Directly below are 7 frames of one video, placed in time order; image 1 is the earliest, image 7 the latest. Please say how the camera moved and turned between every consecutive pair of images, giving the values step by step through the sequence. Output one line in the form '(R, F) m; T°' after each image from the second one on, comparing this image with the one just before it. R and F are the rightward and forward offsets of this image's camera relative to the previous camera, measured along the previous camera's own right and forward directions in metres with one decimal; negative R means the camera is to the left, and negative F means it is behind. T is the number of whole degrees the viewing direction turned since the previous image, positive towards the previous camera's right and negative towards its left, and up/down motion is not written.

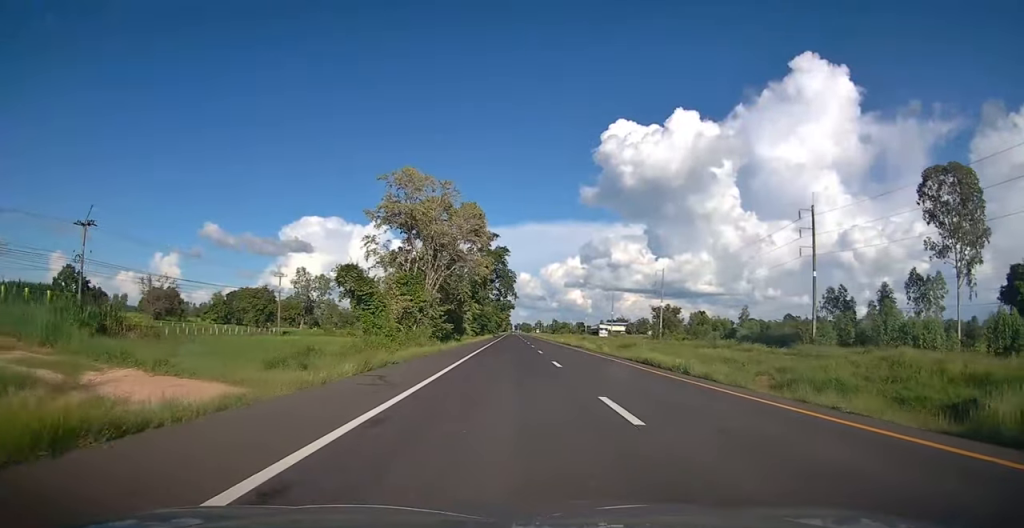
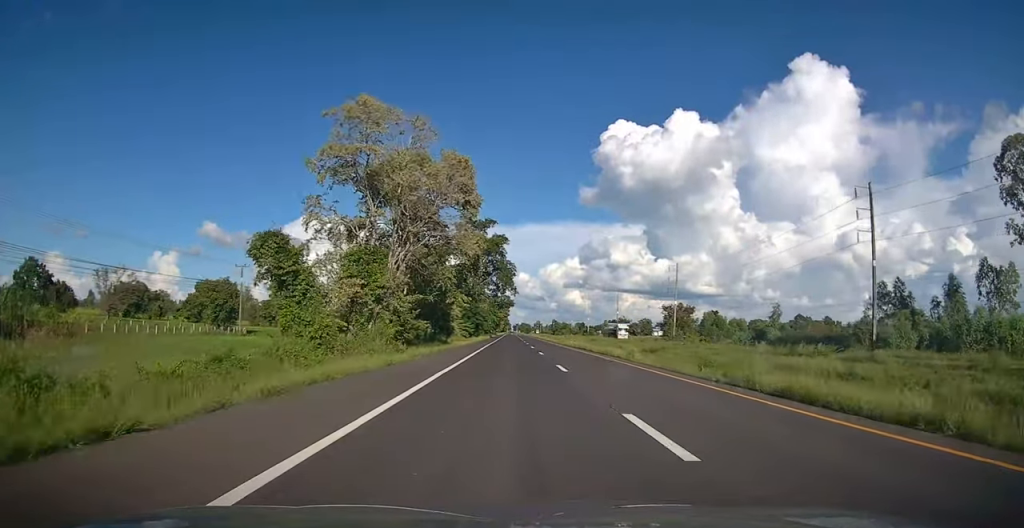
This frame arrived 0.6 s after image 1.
(-0.1, +13.9) m; 0°
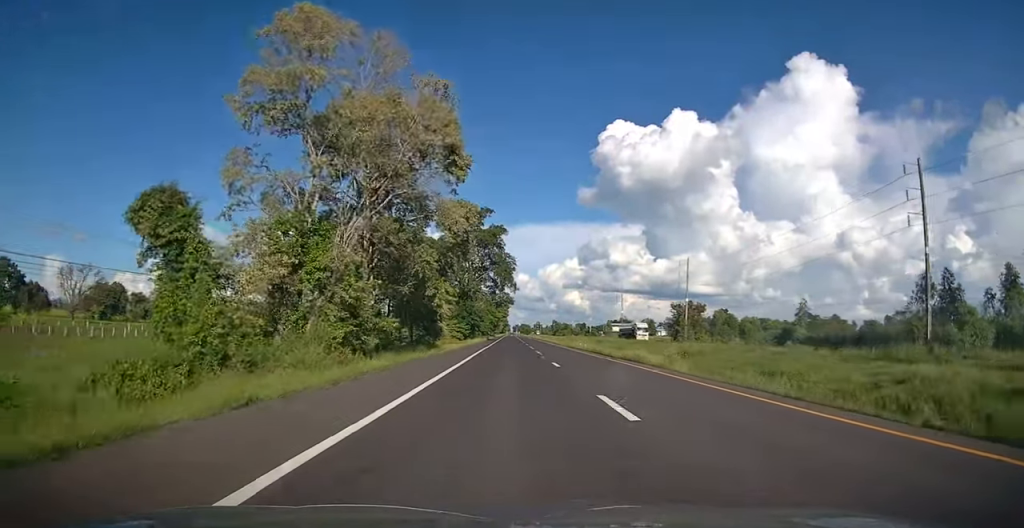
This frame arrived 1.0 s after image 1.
(0.0, +9.4) m; 0°
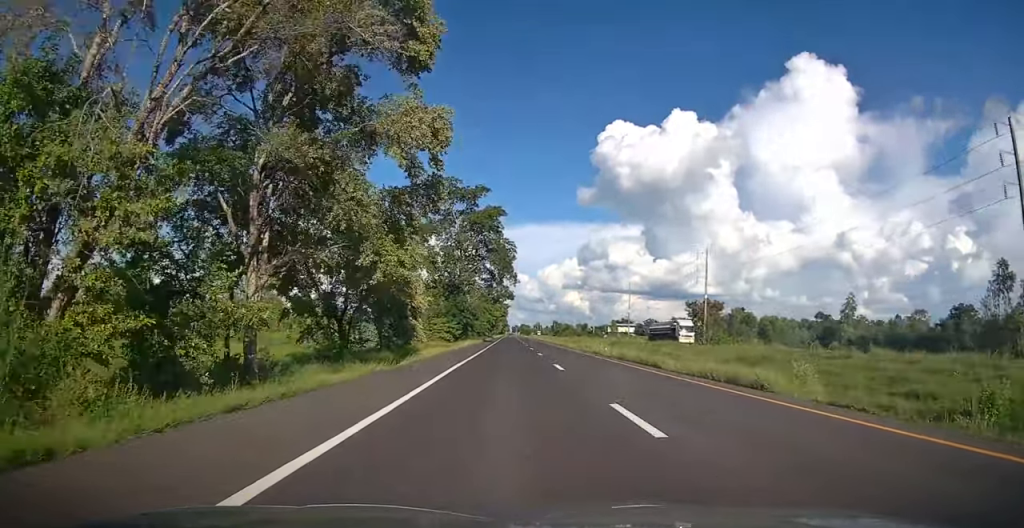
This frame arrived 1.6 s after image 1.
(+0.1, +13.2) m; 0°
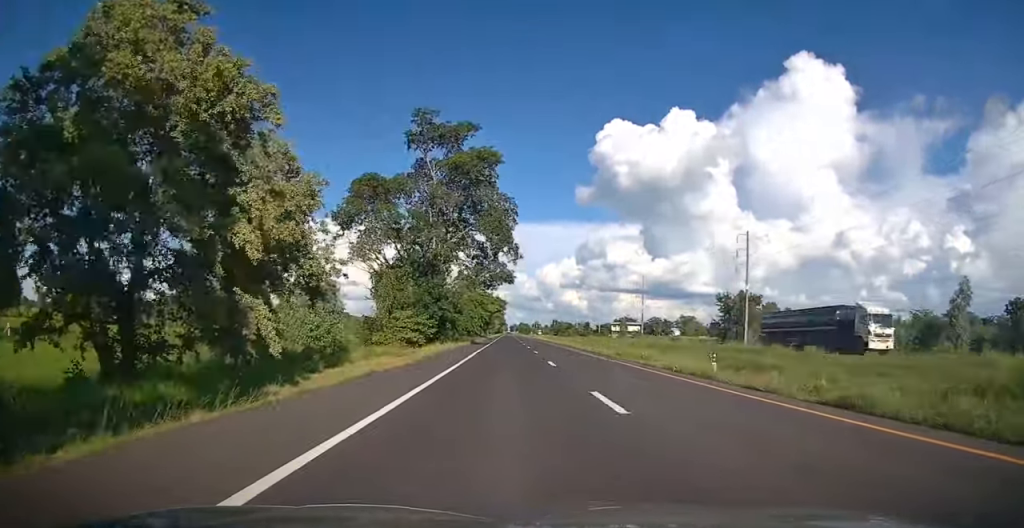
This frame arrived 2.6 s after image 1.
(0.0, +22.3) m; 0°
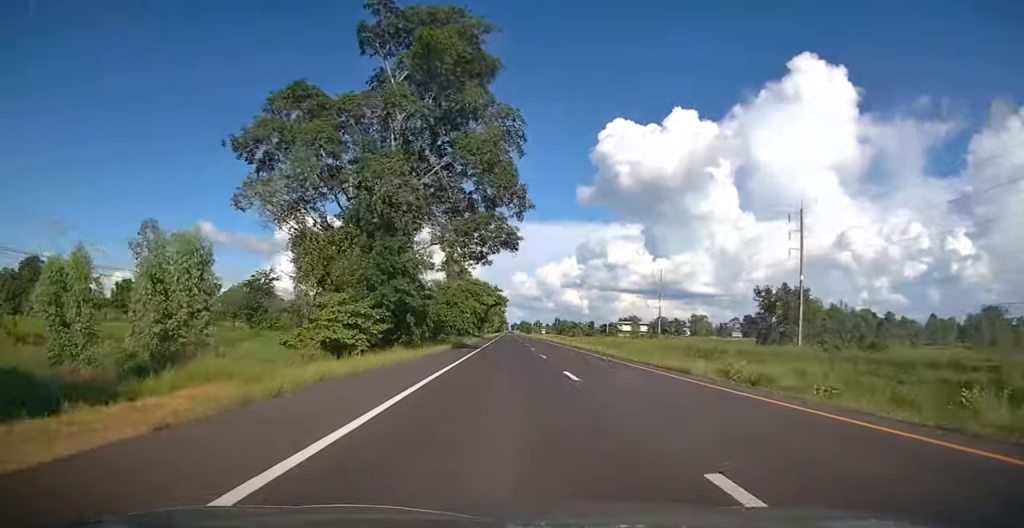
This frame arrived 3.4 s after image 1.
(+0.1, +18.7) m; 0°
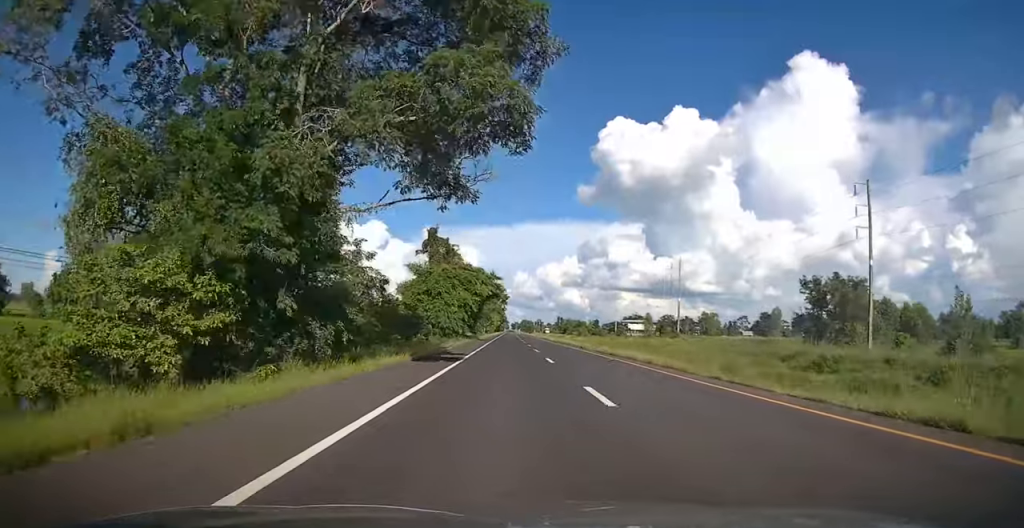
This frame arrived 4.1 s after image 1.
(+0.1, +16.5) m; 0°
